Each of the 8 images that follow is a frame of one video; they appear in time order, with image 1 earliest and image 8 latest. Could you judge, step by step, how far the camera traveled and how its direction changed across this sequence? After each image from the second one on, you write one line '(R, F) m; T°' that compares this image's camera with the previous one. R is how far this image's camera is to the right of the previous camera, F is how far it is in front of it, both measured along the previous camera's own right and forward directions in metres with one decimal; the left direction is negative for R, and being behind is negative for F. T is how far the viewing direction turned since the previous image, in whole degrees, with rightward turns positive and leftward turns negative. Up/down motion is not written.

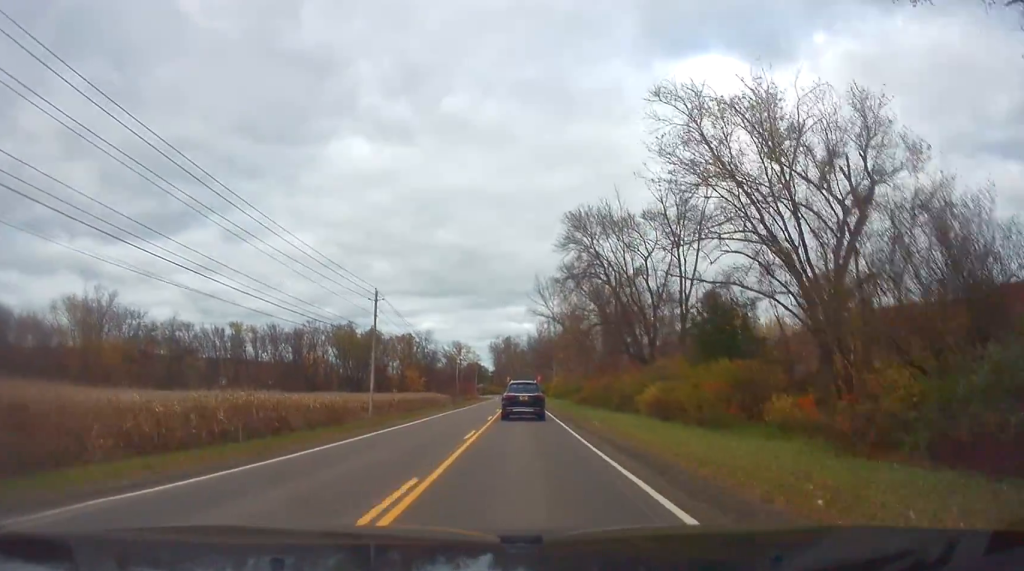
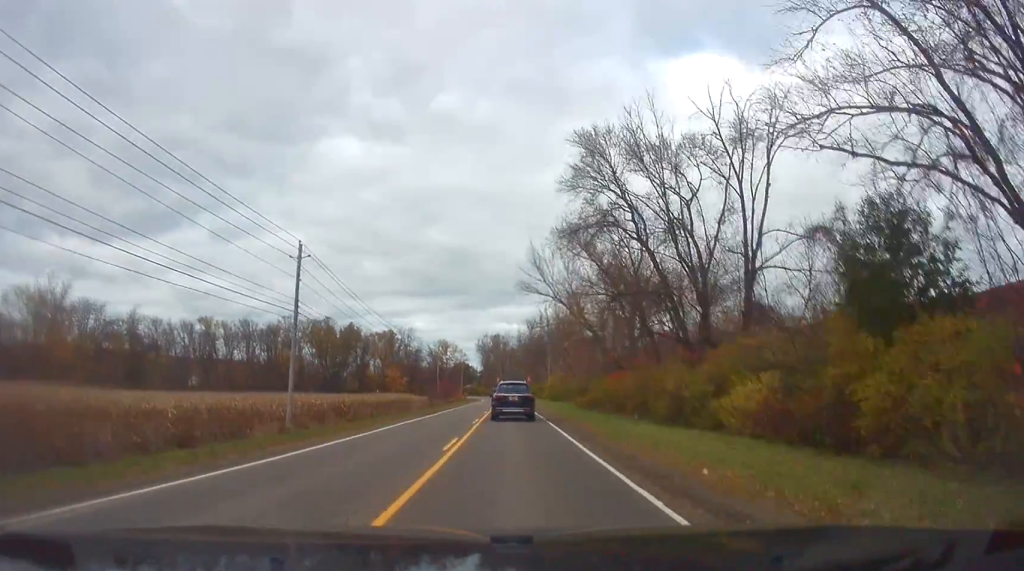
(-0.1, +15.7) m; -2°
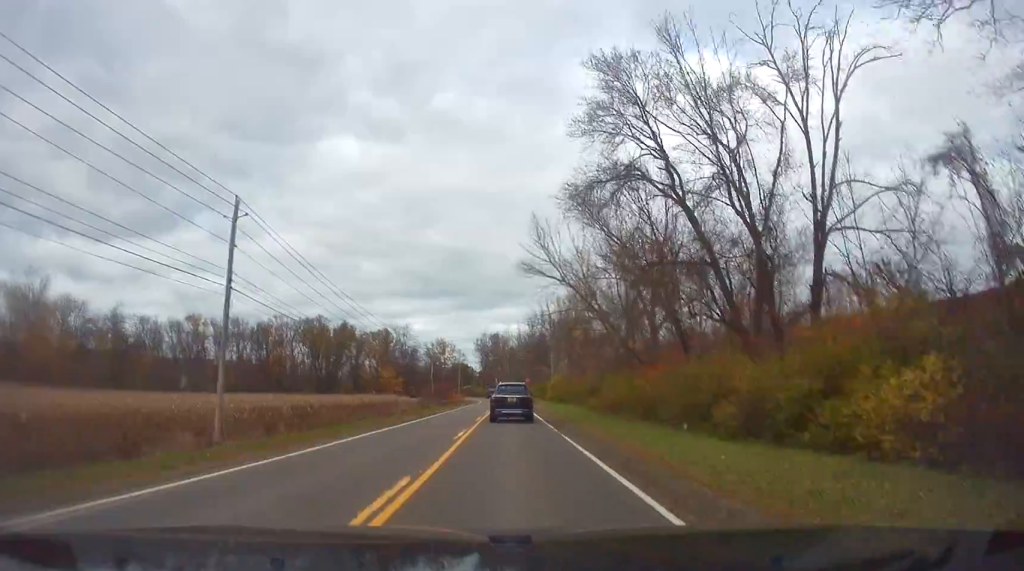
(0.0, +8.1) m; -1°
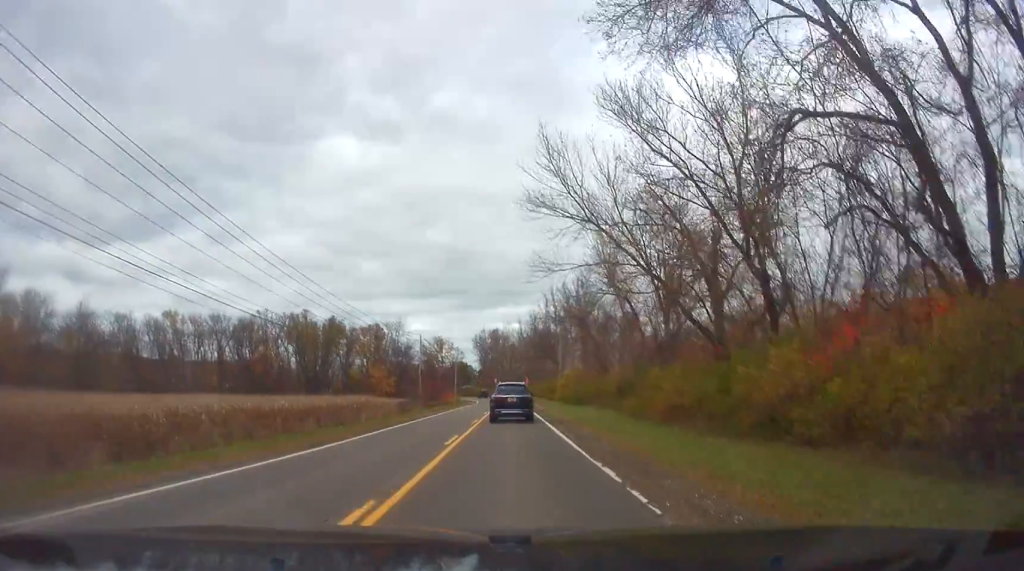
(-0.4, +14.6) m; +1°
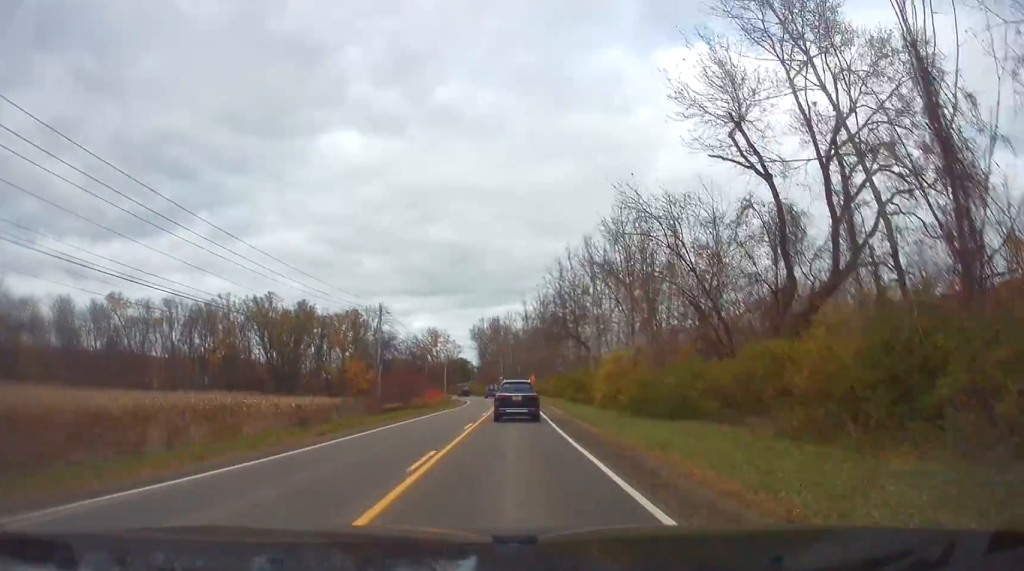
(+0.7, +30.0) m; +1°
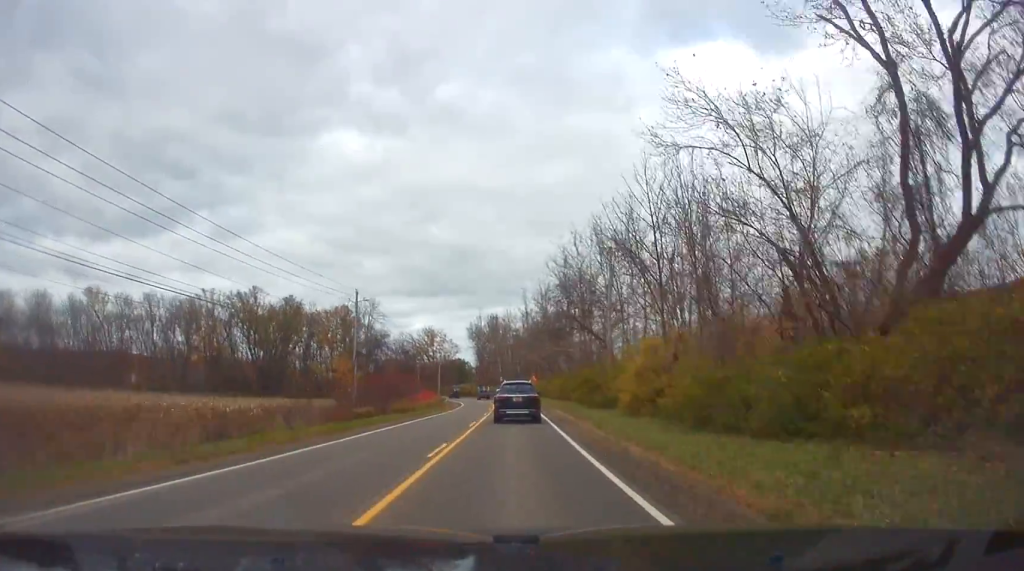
(+0.1, +9.3) m; 0°
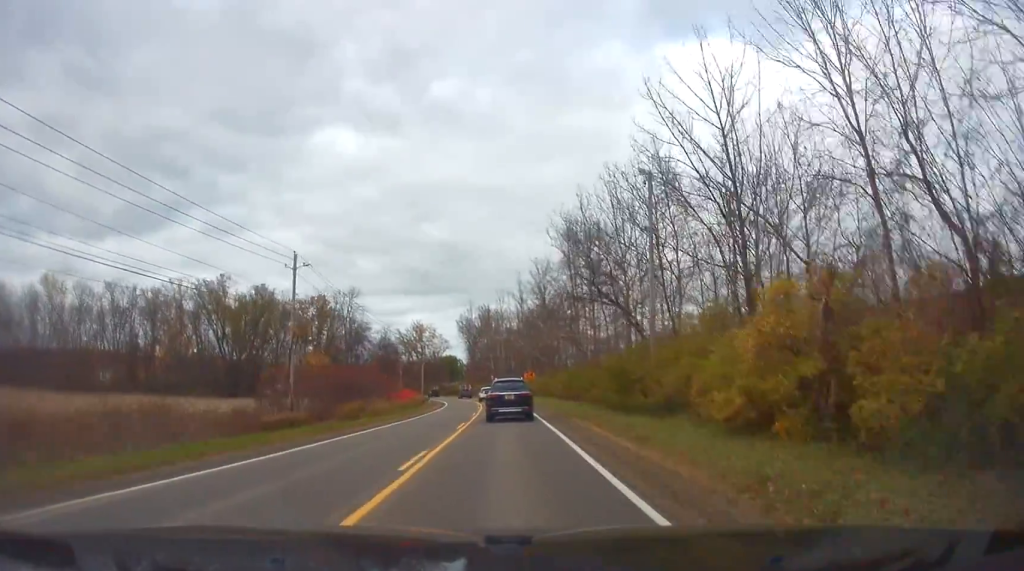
(+0.1, +14.3) m; -1°
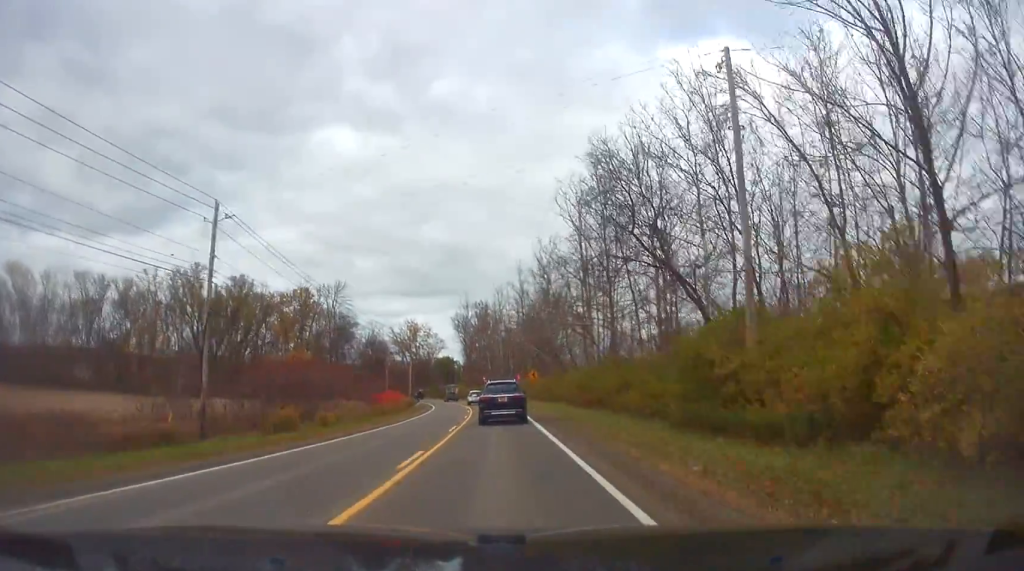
(-0.1, +11.6) m; -1°
